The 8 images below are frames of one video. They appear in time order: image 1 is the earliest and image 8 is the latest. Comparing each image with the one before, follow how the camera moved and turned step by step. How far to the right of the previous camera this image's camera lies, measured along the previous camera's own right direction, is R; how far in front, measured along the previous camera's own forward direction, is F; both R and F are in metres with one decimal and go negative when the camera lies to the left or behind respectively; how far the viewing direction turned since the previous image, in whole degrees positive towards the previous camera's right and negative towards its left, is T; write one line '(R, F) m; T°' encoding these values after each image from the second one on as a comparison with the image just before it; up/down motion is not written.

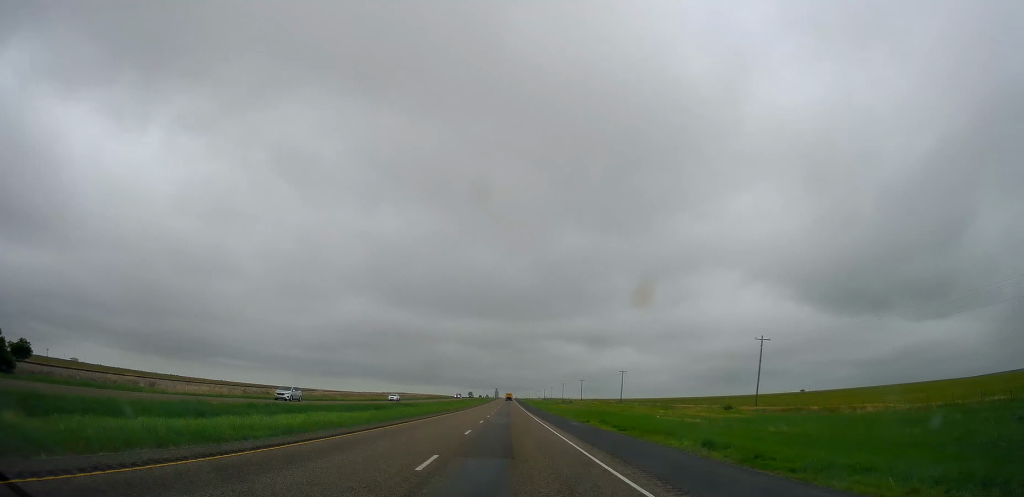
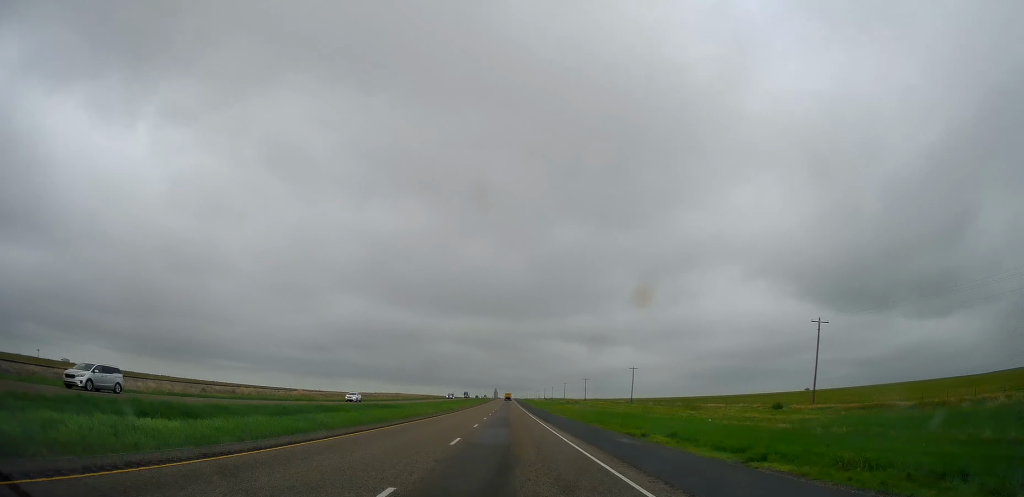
(0.0, +17.8) m; 0°
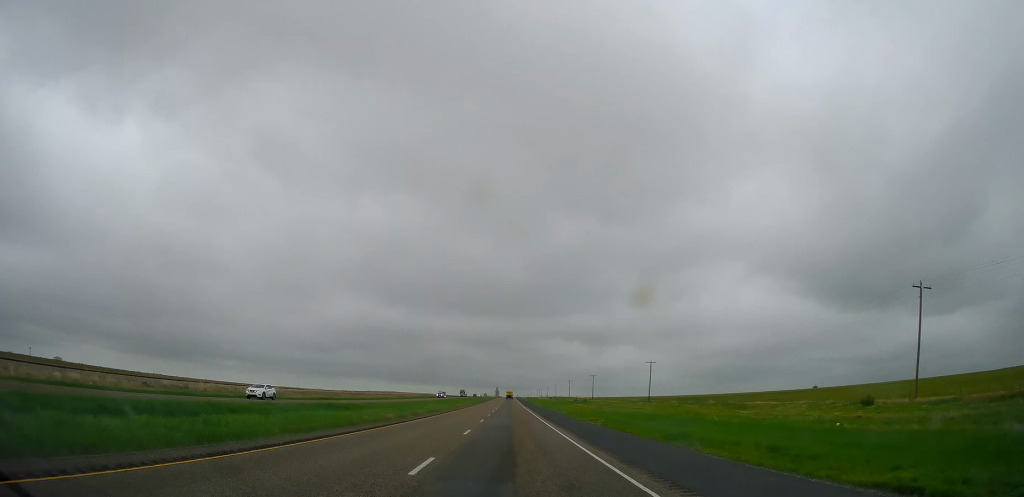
(+0.1, +19.1) m; -1°
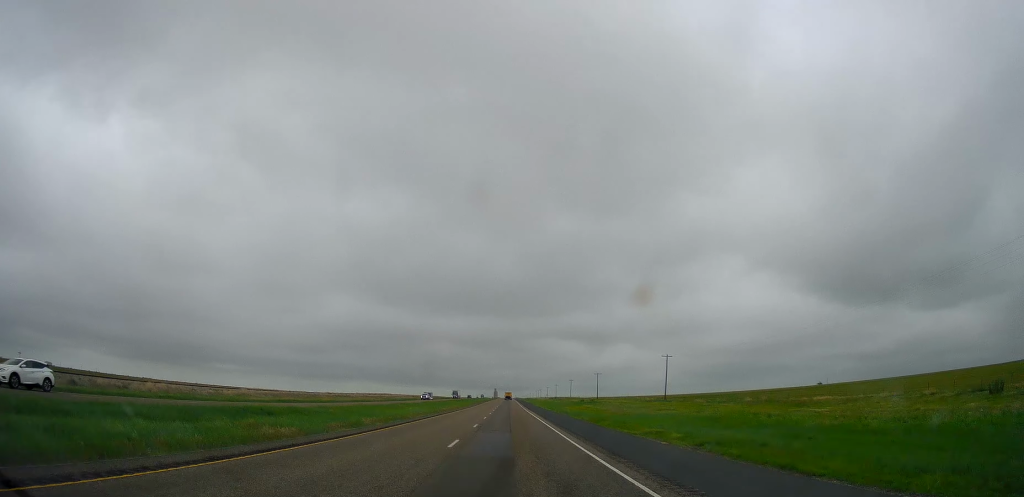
(-0.2, +17.8) m; 0°
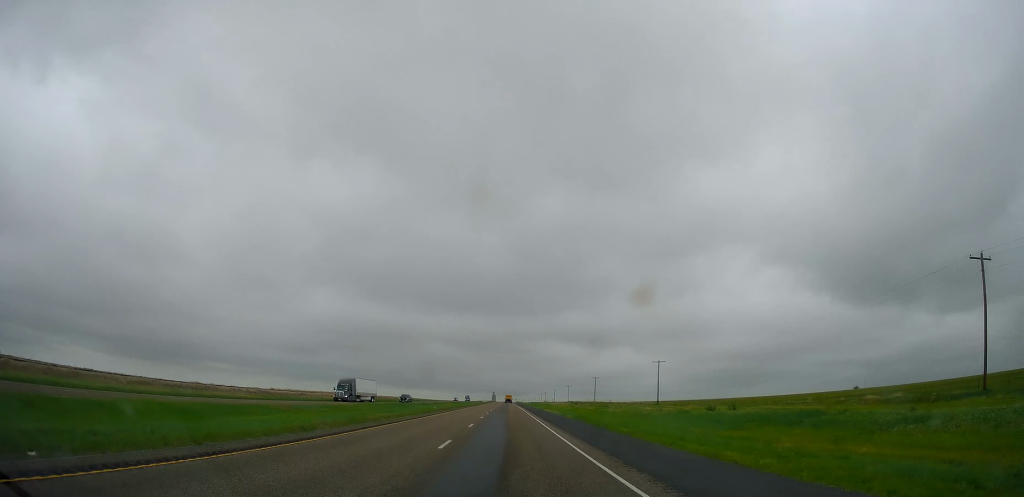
(+0.9, +97.9) m; +1°
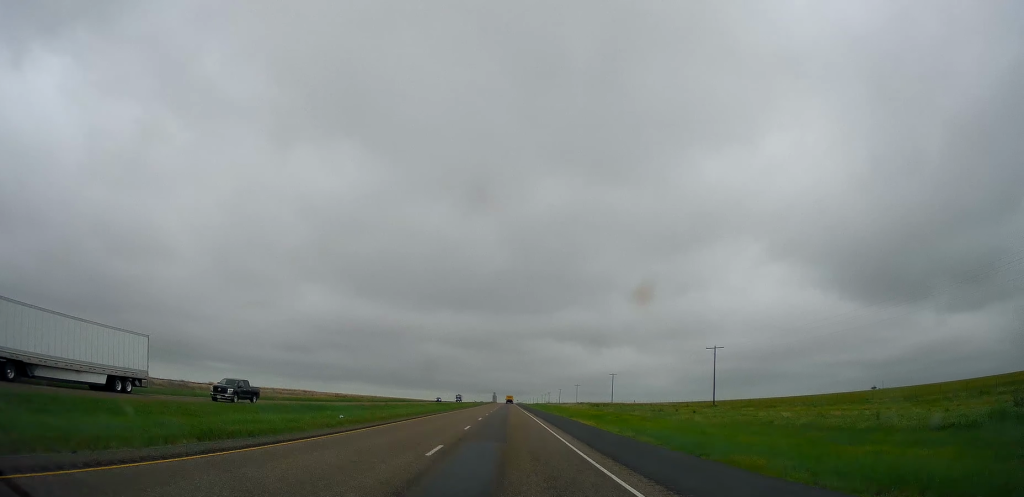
(+0.1, +38.6) m; 0°
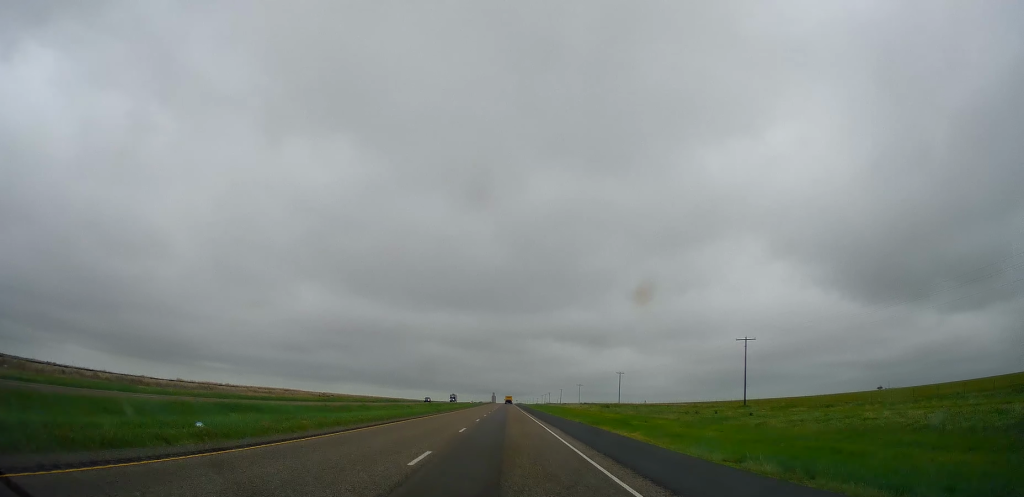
(0.0, +15.2) m; 0°
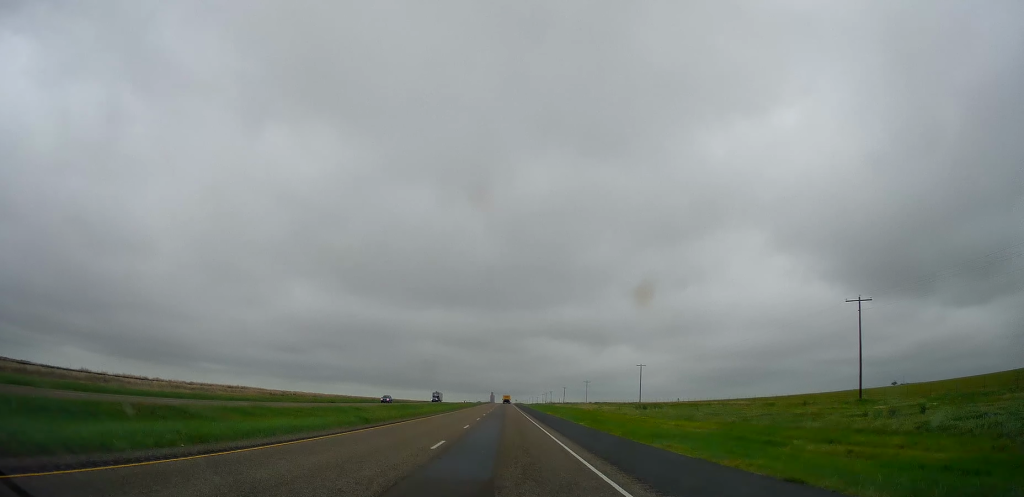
(-0.1, +31.9) m; 0°
